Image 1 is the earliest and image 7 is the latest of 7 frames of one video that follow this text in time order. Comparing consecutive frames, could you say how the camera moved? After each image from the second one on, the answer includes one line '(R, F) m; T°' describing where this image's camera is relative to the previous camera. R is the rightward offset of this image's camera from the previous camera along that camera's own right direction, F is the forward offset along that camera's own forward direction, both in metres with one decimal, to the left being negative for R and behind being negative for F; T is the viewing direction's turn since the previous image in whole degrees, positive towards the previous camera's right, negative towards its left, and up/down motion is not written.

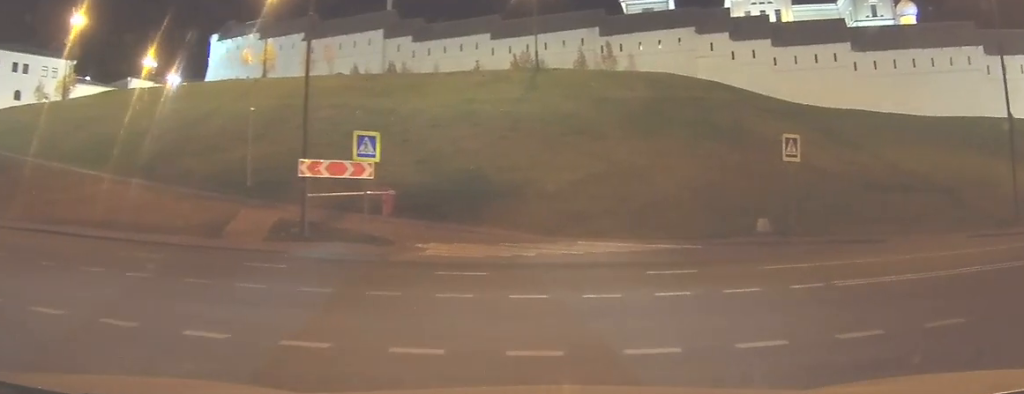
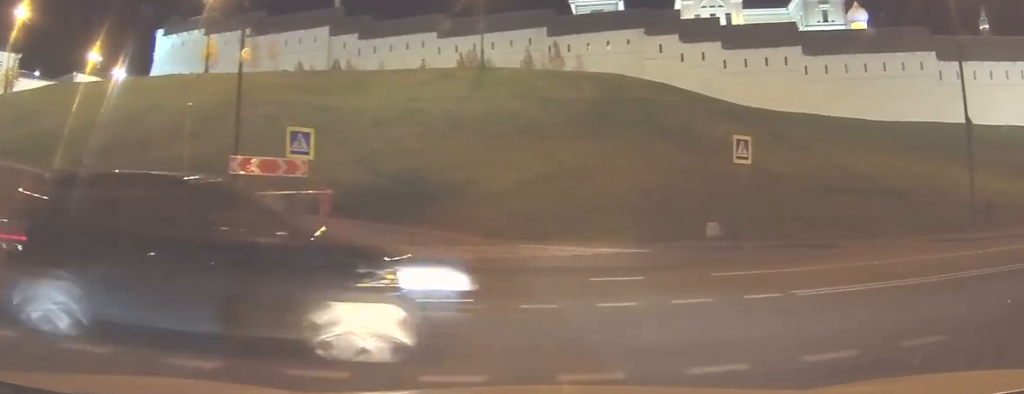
(+0.2, +1.4) m; +16°
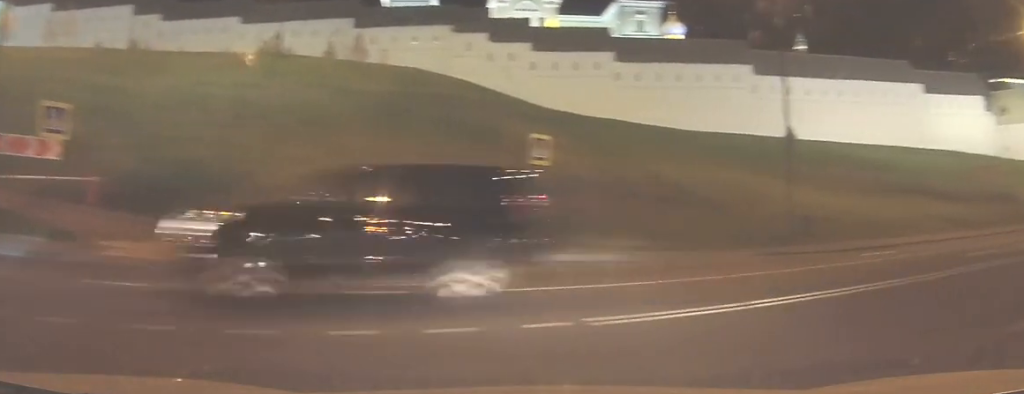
(+0.6, +2.7) m; +23°
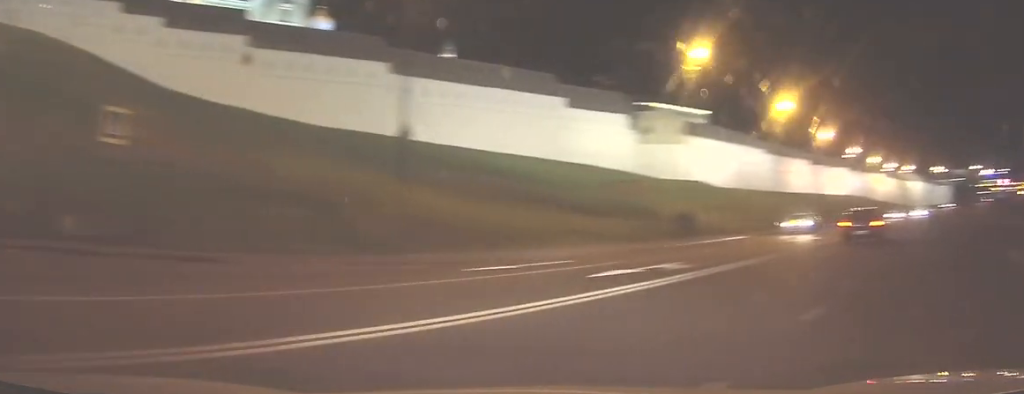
(+0.4, +3.1) m; +12°
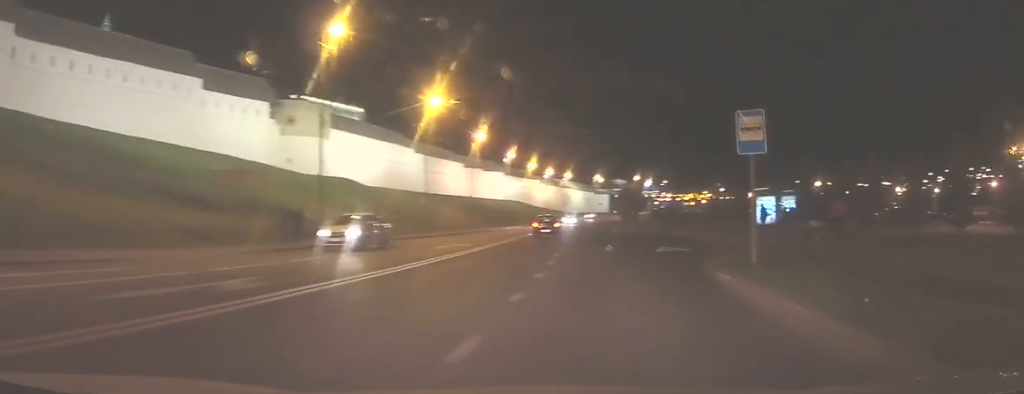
(+0.5, +5.3) m; +9°
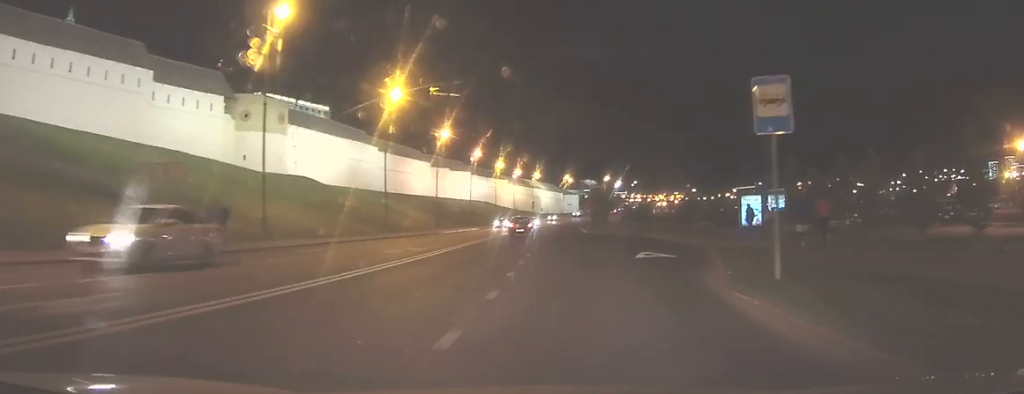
(+0.1, +3.3) m; +3°
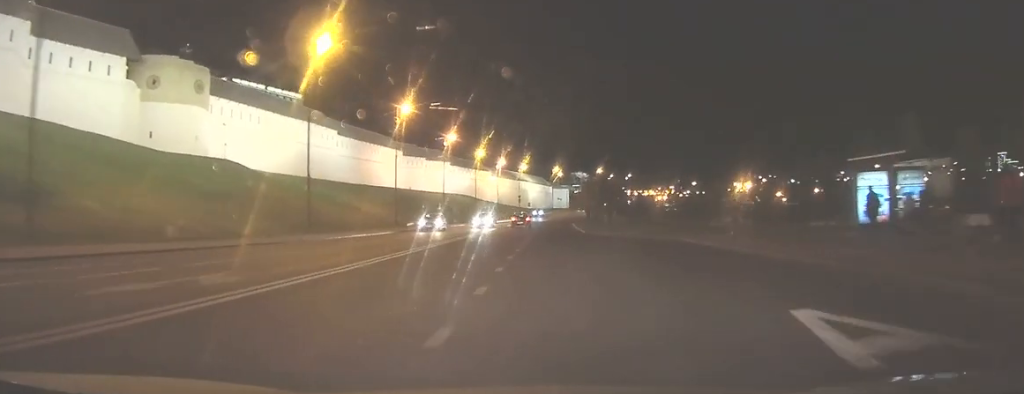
(+0.6, +14.9) m; +3°
